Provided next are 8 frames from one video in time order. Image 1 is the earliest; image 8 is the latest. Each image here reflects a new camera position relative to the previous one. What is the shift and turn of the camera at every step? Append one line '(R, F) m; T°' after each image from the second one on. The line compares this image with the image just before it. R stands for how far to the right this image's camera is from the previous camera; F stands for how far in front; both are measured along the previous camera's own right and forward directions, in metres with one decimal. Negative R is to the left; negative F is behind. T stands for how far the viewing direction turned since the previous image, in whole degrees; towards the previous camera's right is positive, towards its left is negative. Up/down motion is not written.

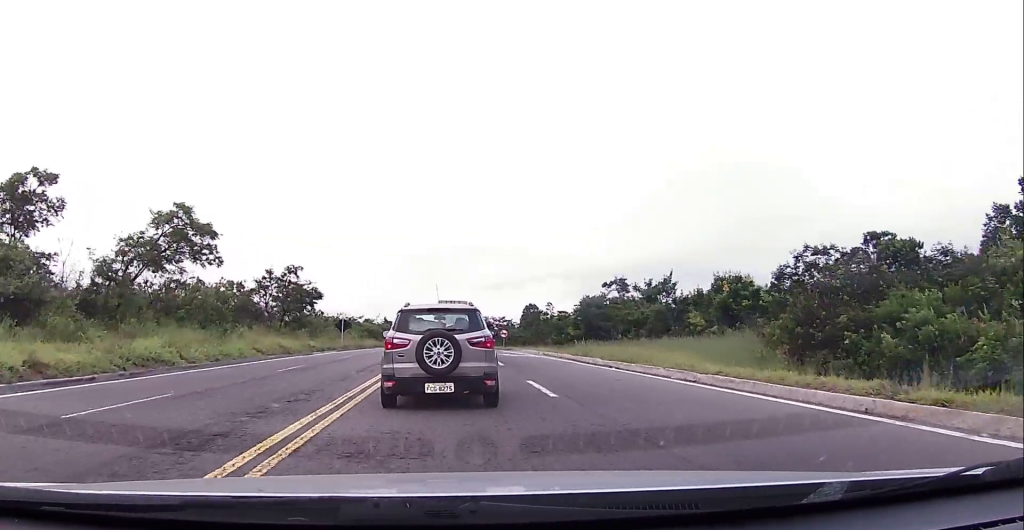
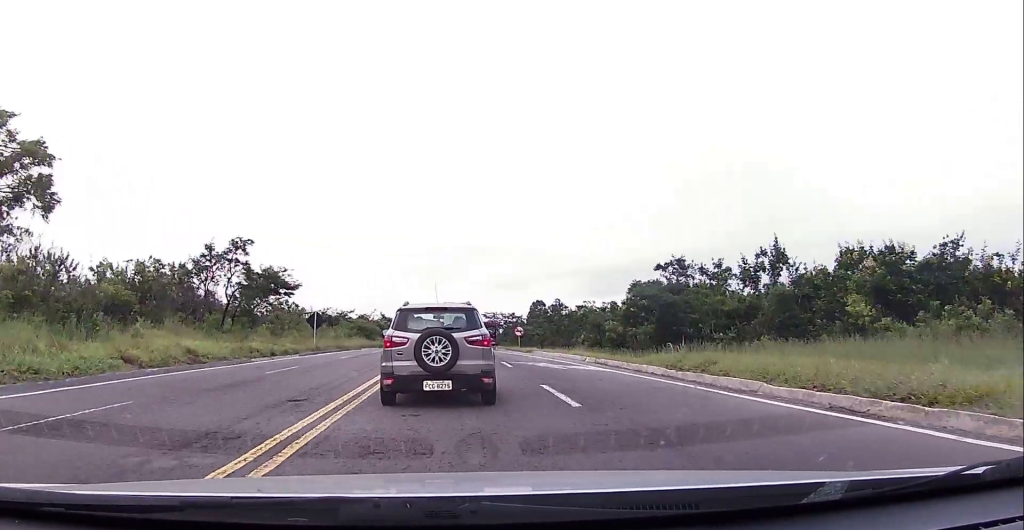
(+0.1, +14.1) m; -1°
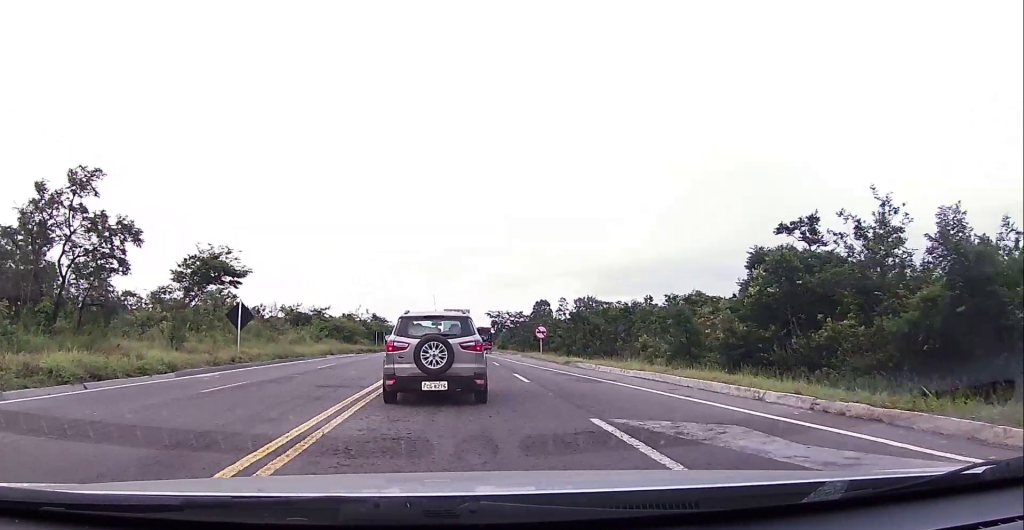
(-0.2, +17.0) m; +1°
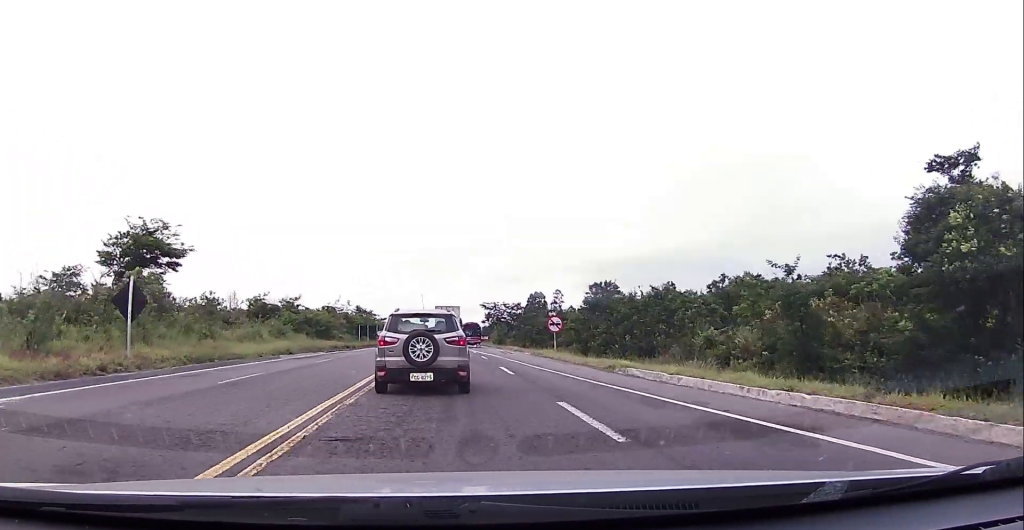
(+0.3, +10.2) m; 0°
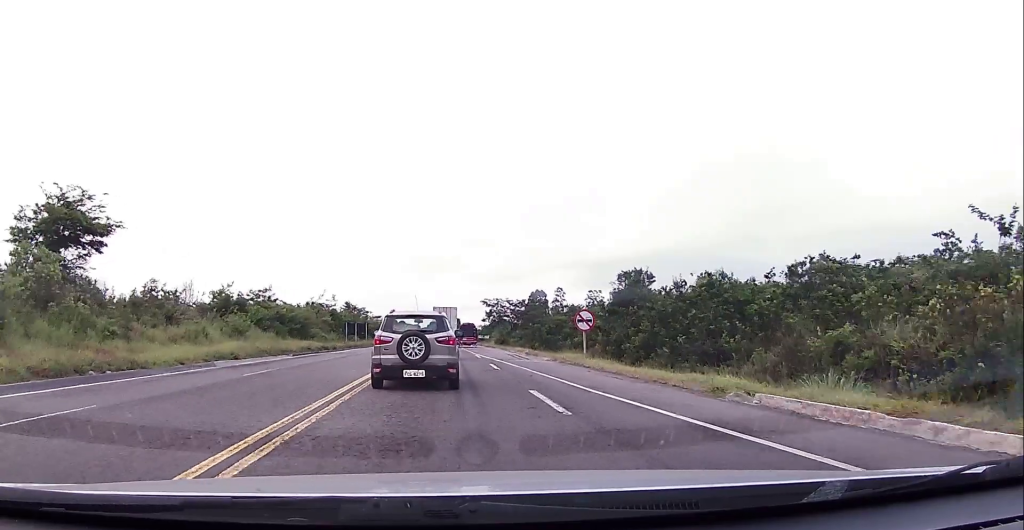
(-0.4, +9.2) m; 0°
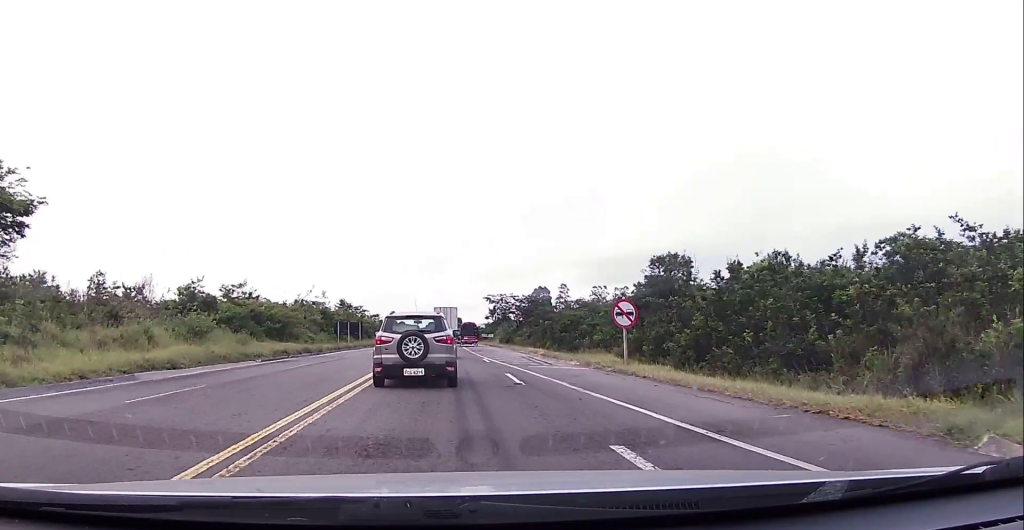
(+0.2, +6.6) m; 0°
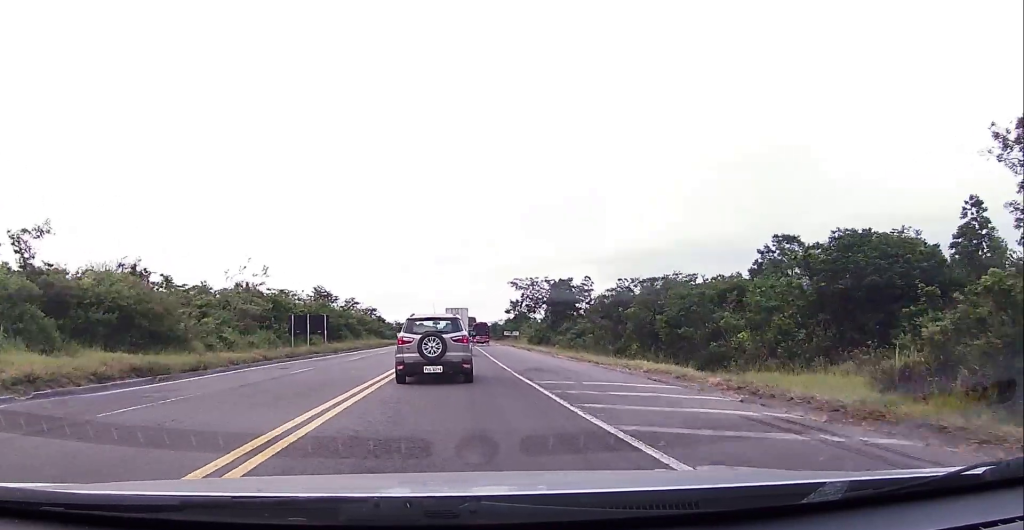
(-0.1, +24.4) m; -1°
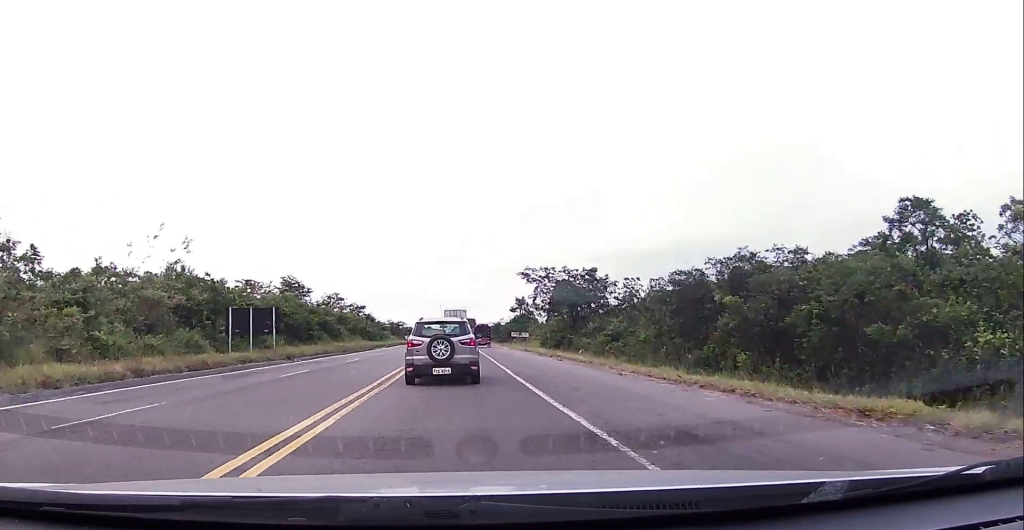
(0.0, +12.9) m; +1°
